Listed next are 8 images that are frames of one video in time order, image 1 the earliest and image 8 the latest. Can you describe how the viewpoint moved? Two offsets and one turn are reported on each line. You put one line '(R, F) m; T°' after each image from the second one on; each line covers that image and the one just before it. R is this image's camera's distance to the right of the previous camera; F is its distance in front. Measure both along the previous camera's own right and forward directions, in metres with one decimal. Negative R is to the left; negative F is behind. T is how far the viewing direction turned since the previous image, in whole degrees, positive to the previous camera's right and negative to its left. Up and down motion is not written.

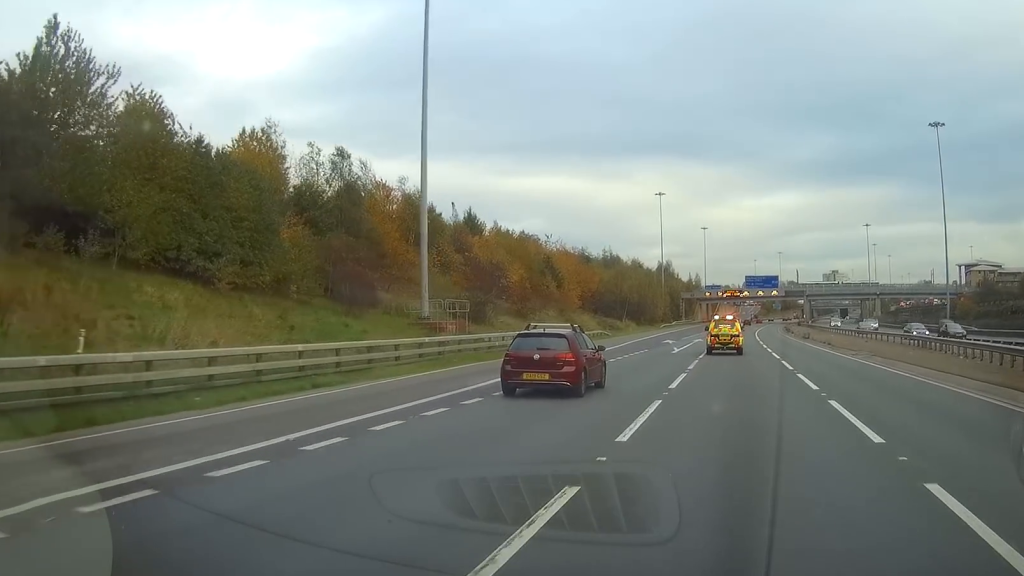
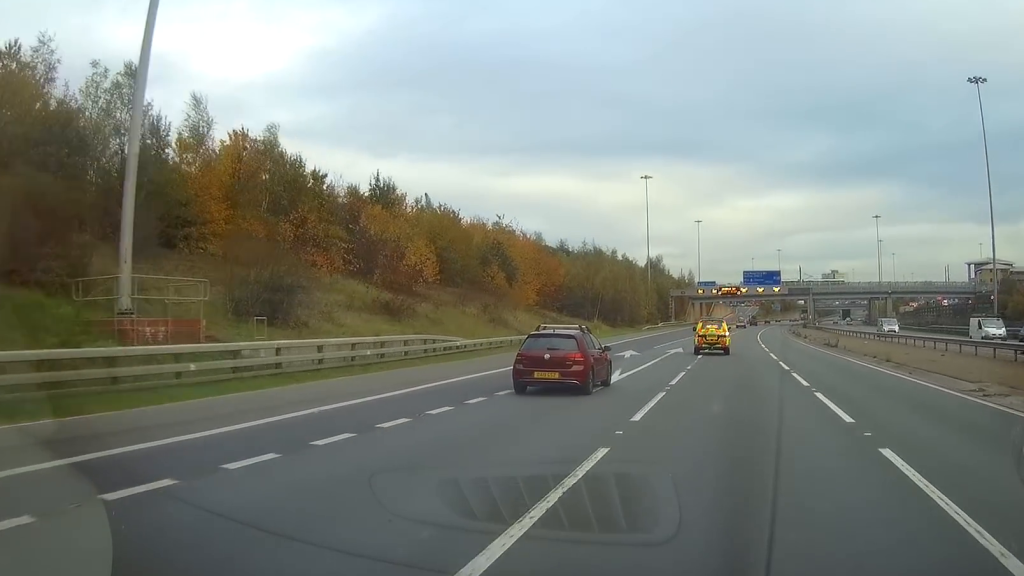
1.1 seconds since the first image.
(0.0, +24.0) m; 0°
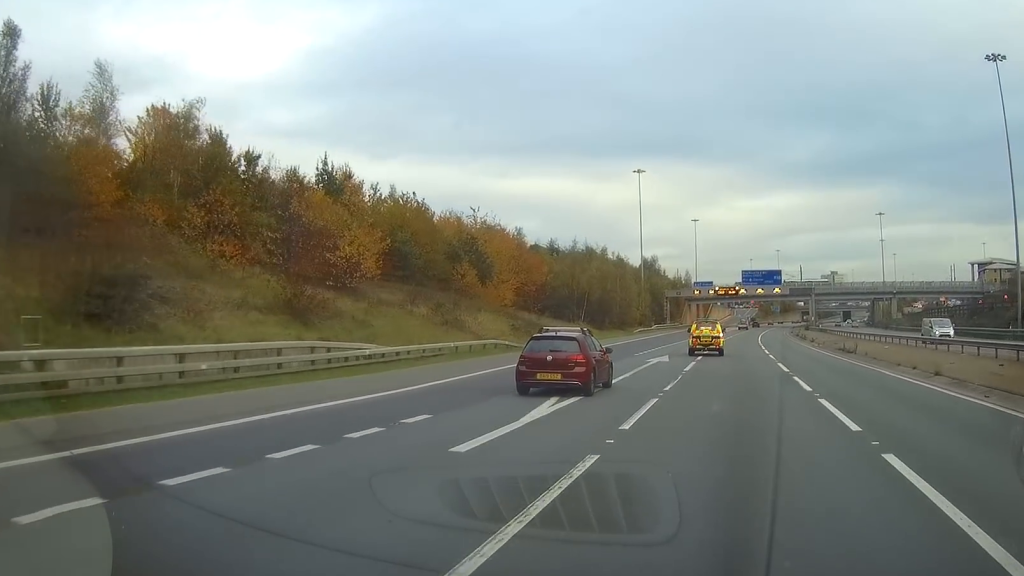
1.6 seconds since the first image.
(0.0, +9.1) m; 0°
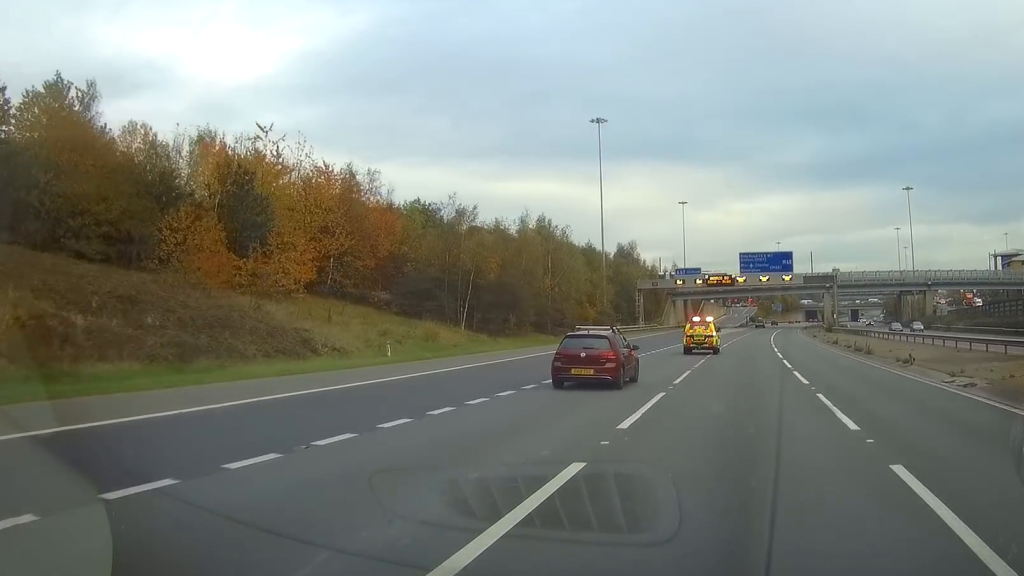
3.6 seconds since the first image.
(-0.1, +43.3) m; 0°
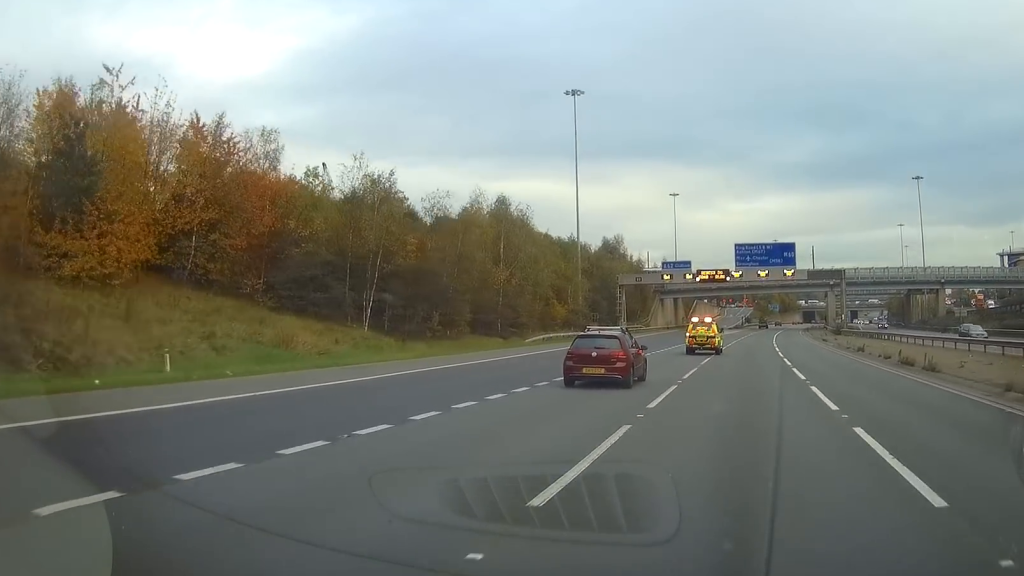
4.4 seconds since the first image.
(+0.1, +15.2) m; +1°
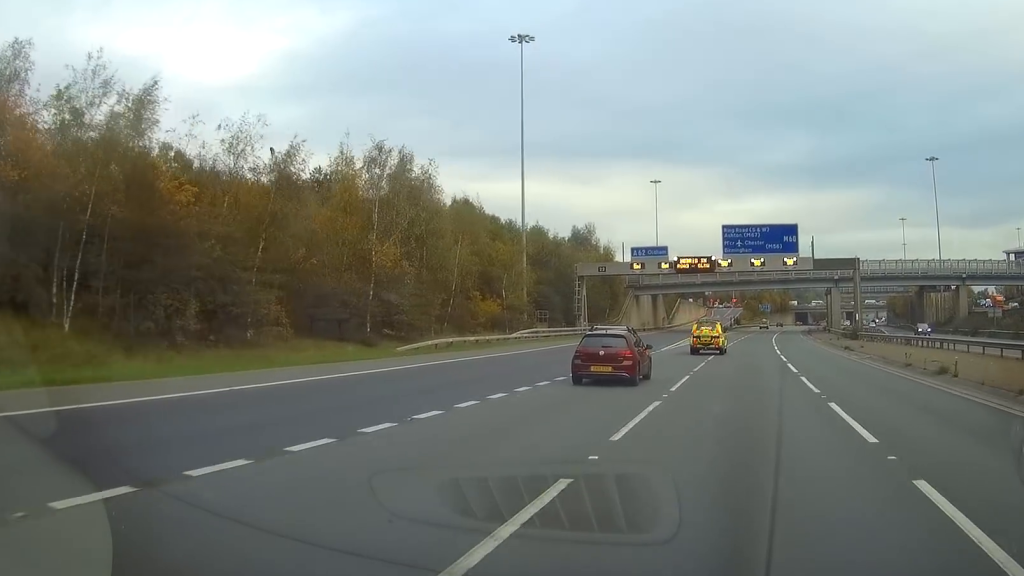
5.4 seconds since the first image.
(+0.3, +22.2) m; +1°
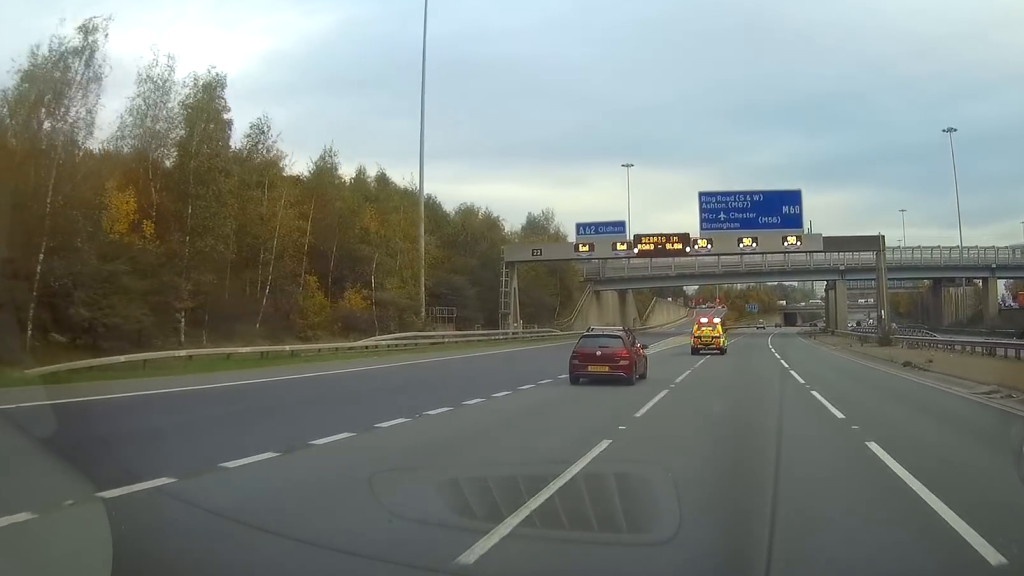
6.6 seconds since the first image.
(+0.2, +23.9) m; +1°
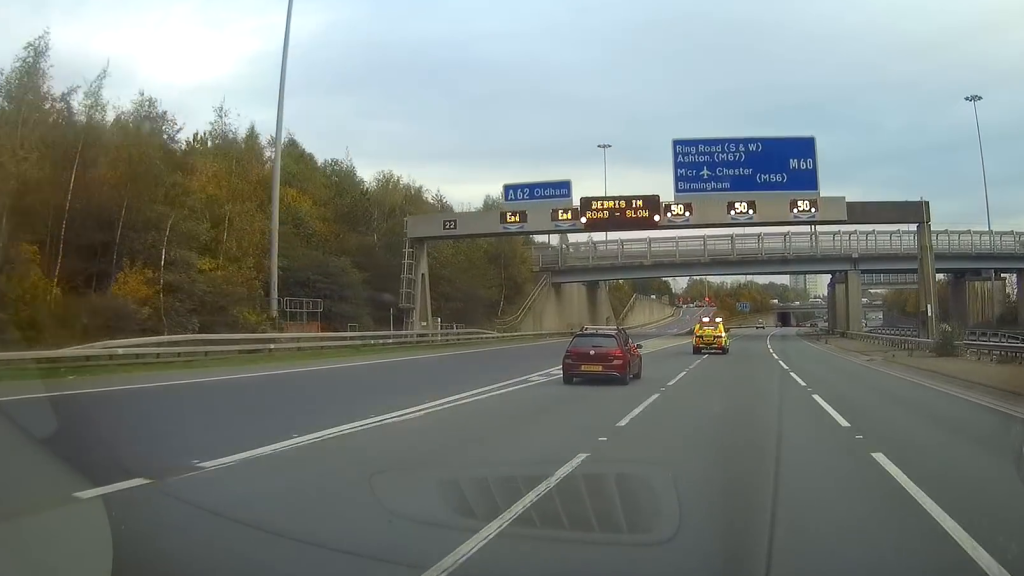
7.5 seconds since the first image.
(+0.2, +19.1) m; +1°
